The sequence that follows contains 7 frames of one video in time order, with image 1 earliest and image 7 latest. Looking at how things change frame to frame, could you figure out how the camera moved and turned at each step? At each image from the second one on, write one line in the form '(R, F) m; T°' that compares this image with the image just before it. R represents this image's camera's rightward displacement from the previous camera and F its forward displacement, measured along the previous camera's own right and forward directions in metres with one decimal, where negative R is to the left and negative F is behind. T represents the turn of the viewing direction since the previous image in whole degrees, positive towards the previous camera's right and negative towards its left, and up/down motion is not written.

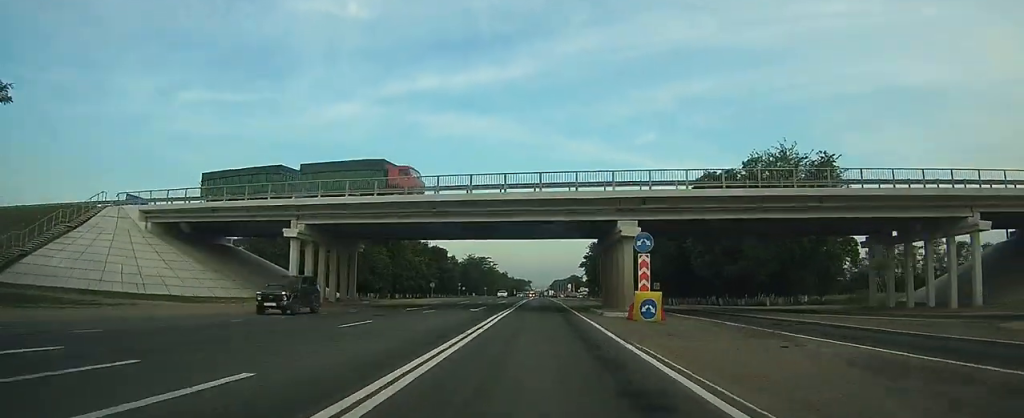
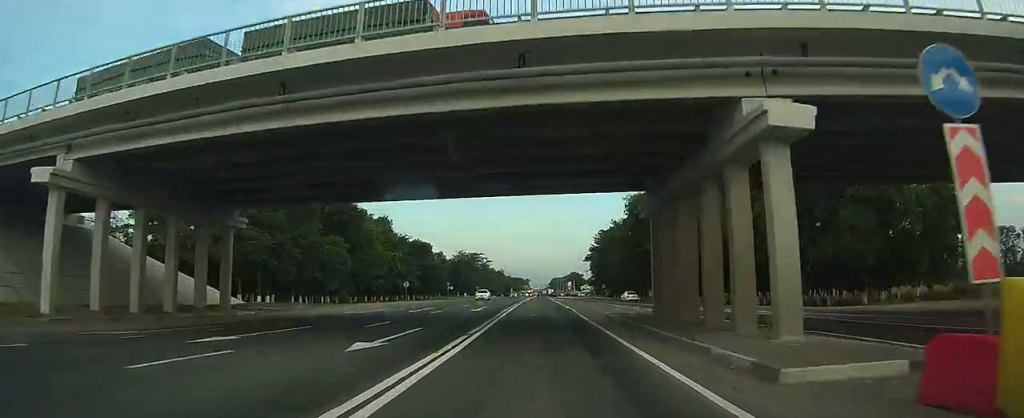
(0.0, +21.4) m; 0°
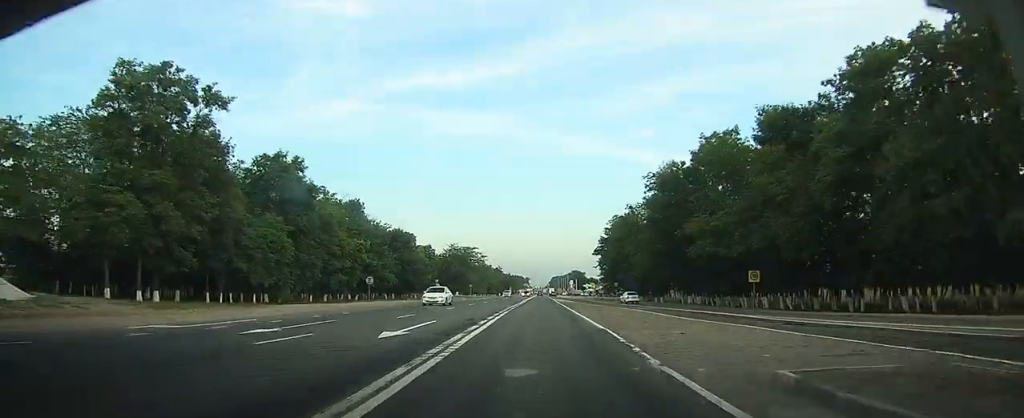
(0.0, +20.0) m; 0°
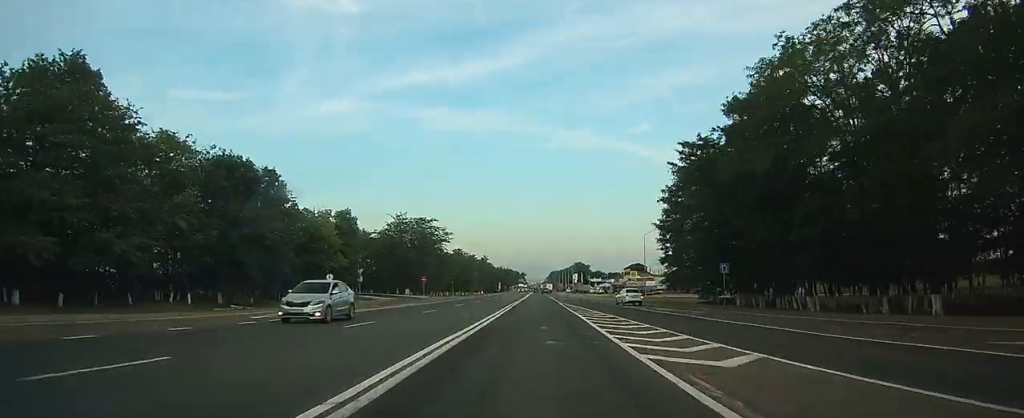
(+0.4, +66.6) m; +1°
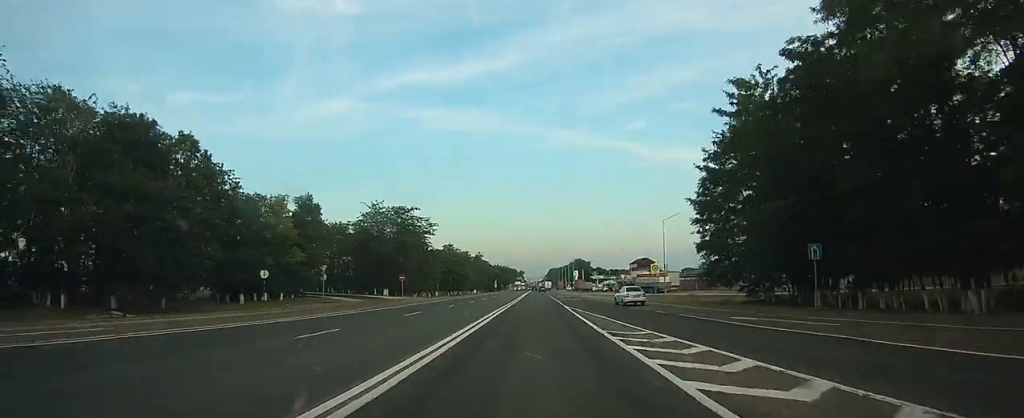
(0.0, +15.5) m; 0°
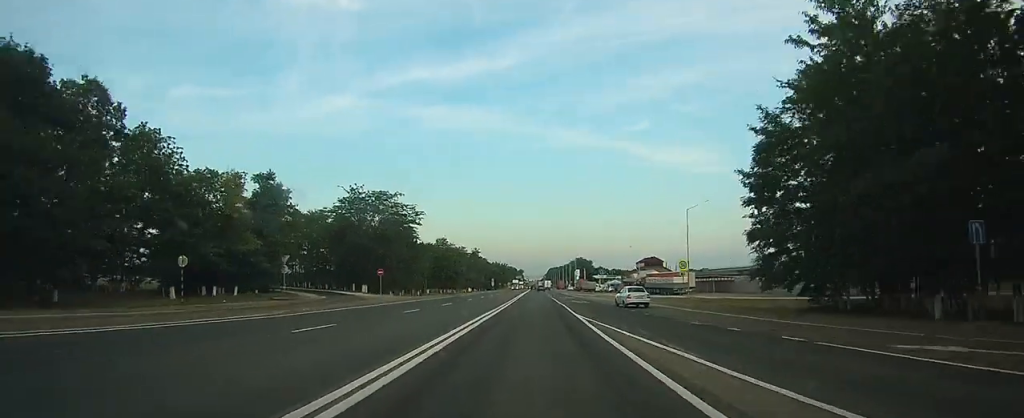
(0.0, +12.3) m; 0°
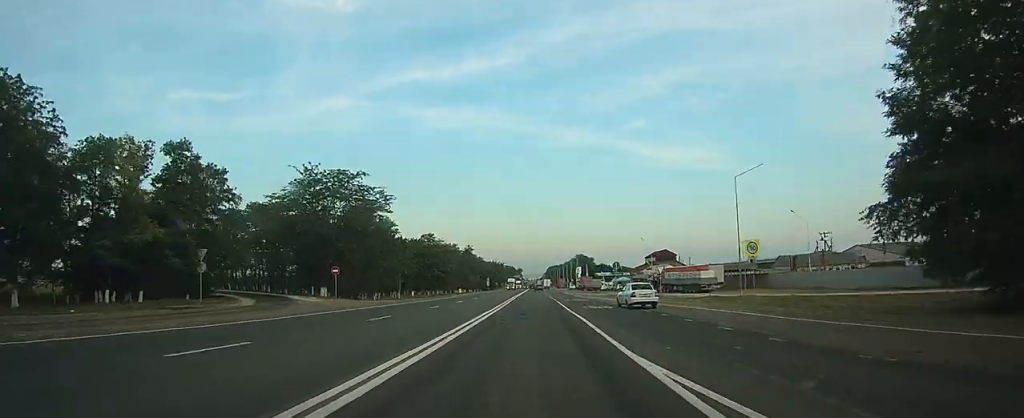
(0.0, +17.2) m; 0°
